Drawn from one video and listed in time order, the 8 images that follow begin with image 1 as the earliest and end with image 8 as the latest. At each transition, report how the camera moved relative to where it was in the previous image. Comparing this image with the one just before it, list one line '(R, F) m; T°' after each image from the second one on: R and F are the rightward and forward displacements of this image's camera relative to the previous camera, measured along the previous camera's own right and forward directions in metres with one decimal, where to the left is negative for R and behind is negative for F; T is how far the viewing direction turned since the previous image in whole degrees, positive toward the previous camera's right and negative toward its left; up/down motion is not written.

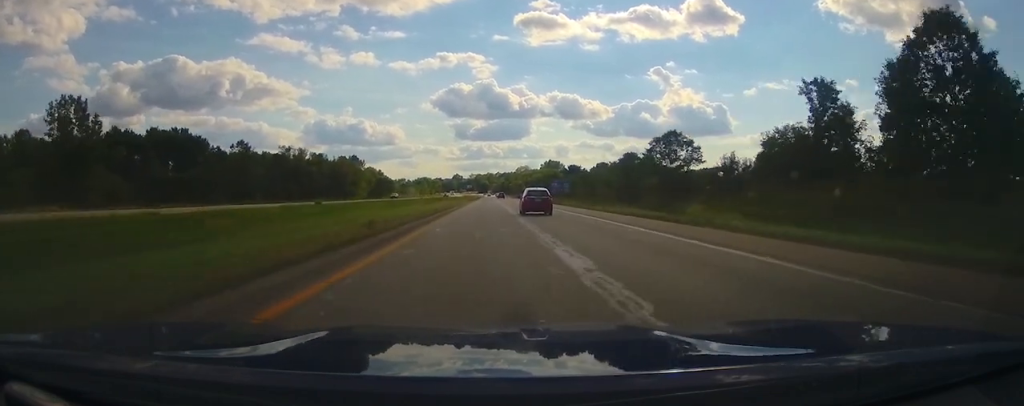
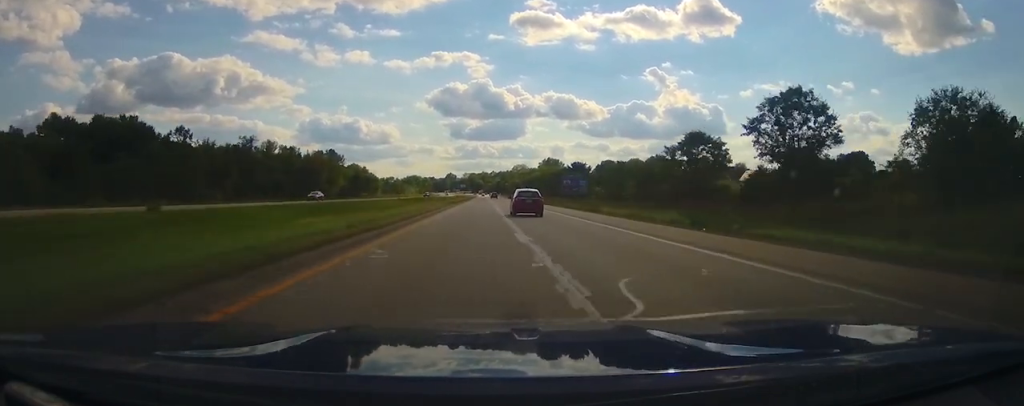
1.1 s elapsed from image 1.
(0.0, +31.4) m; 0°
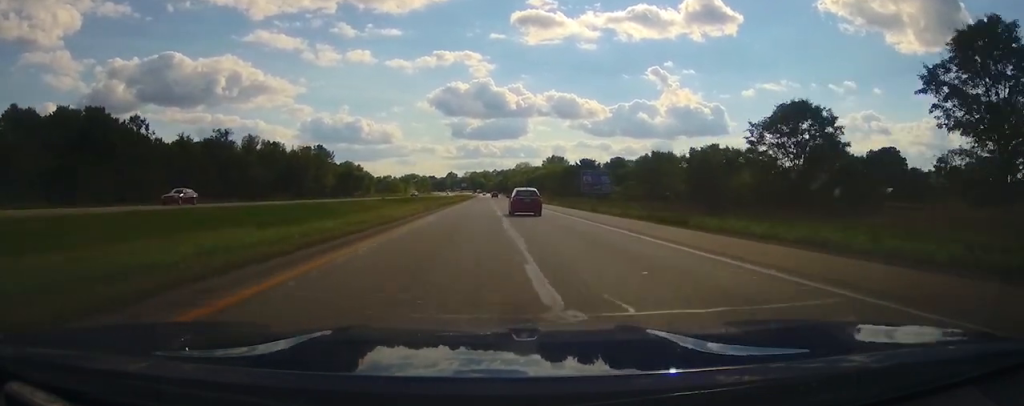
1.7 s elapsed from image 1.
(+0.1, +19.8) m; 0°
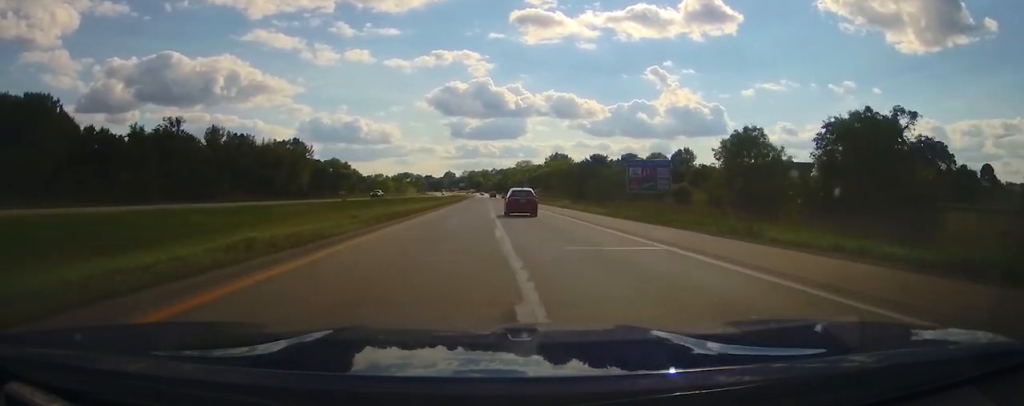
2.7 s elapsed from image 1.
(+0.1, +27.9) m; 0°
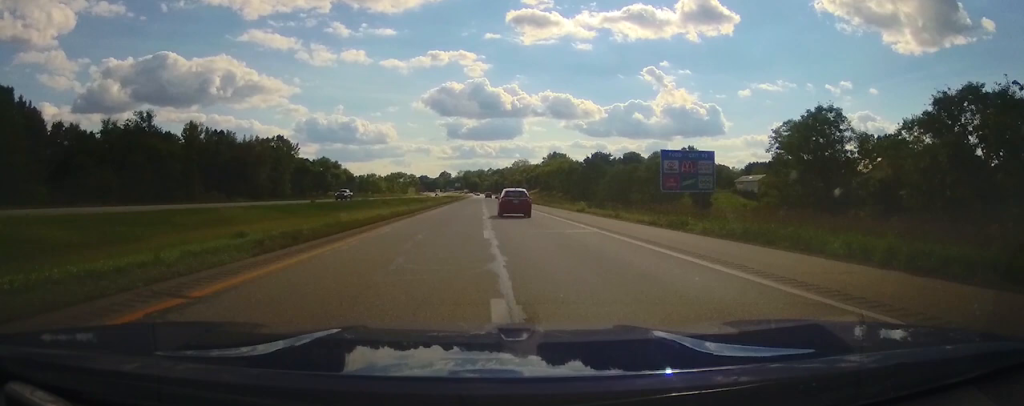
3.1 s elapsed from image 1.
(+0.1, +12.0) m; 0°
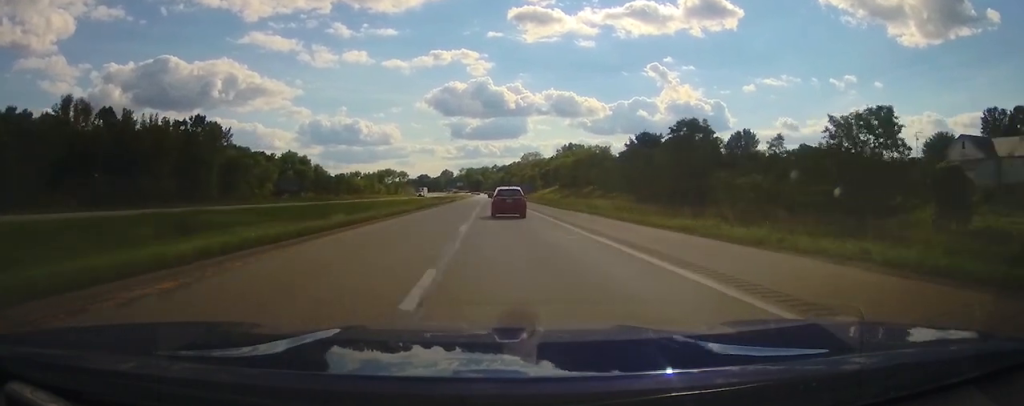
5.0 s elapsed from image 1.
(-0.6, +58.5) m; 0°
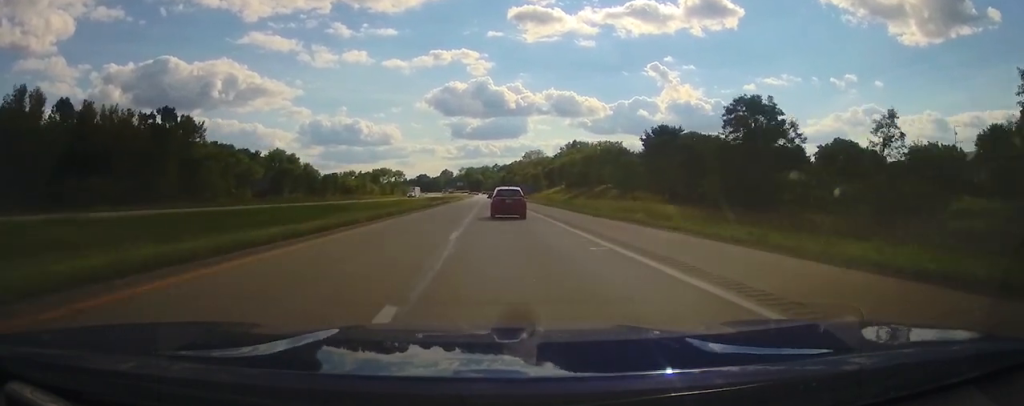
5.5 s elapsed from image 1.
(0.0, +15.1) m; 0°
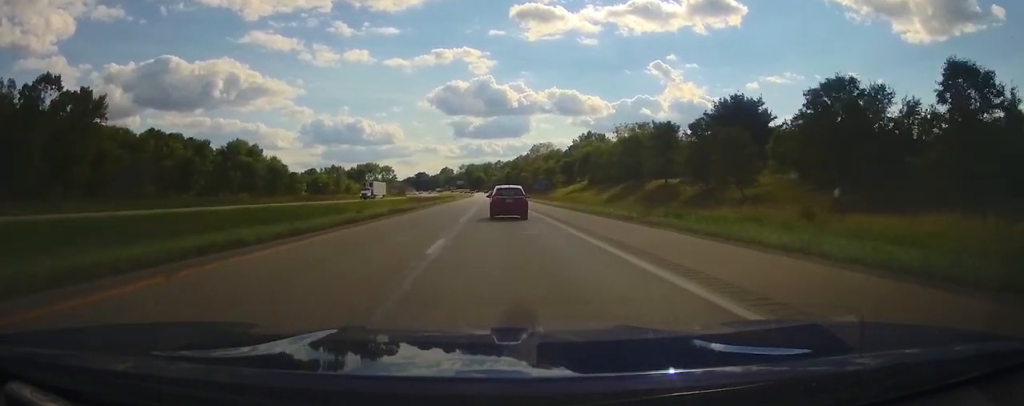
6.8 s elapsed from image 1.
(0.0, +40.3) m; 0°
